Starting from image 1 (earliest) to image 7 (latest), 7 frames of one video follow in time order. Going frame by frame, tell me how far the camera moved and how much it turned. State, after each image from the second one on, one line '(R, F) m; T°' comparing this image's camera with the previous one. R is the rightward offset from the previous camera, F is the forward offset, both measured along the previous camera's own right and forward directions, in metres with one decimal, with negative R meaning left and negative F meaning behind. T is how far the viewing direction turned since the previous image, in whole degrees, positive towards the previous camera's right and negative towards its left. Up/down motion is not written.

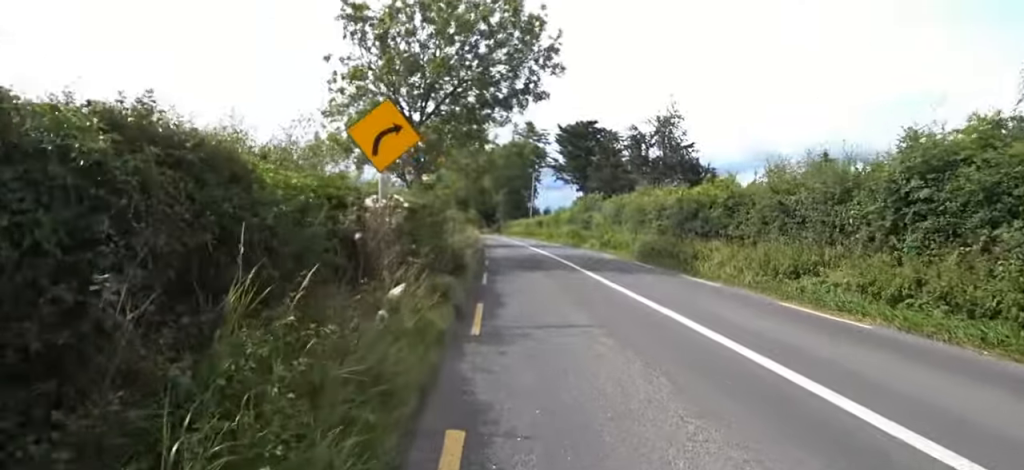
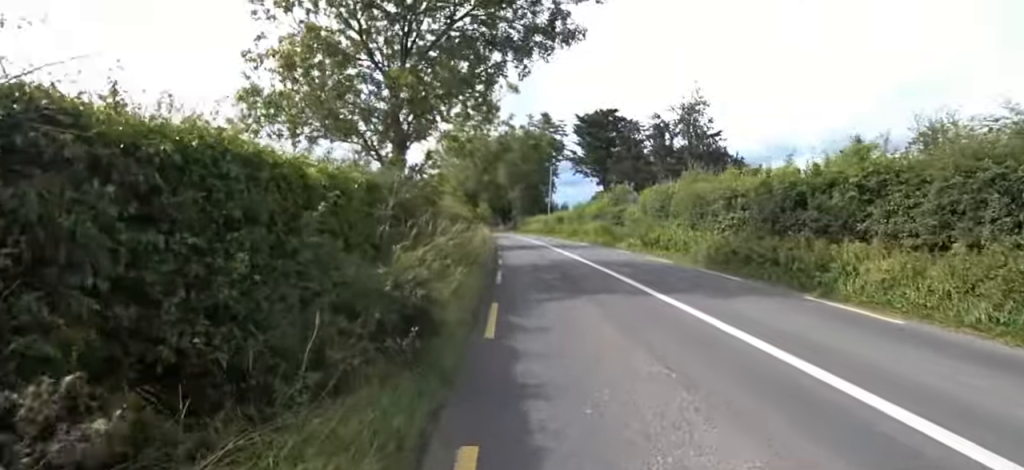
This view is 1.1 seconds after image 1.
(0.0, +5.0) m; -3°
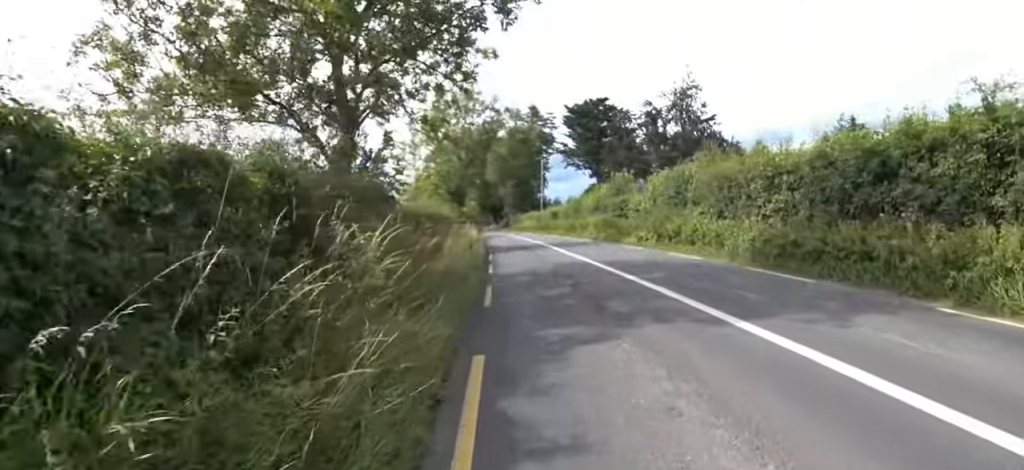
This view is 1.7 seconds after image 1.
(+0.2, +2.9) m; -5°
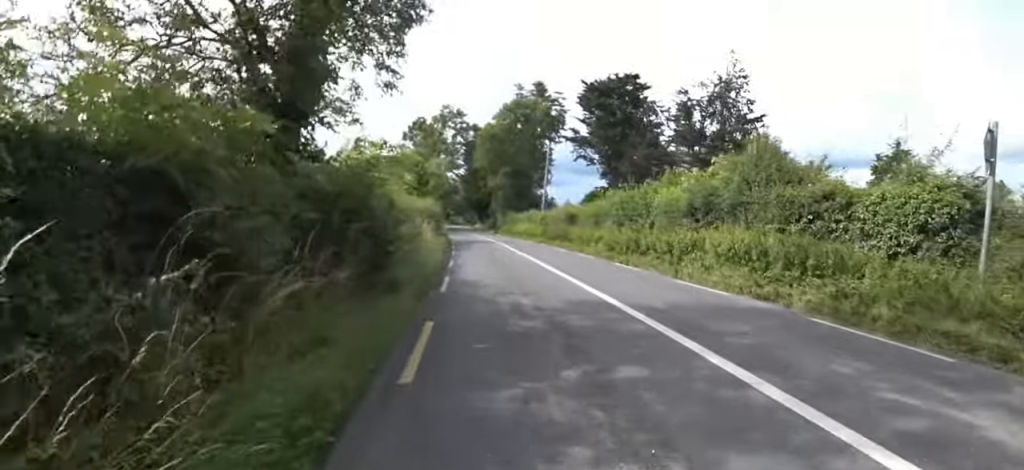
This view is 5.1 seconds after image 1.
(-0.8, +16.7) m; +4°
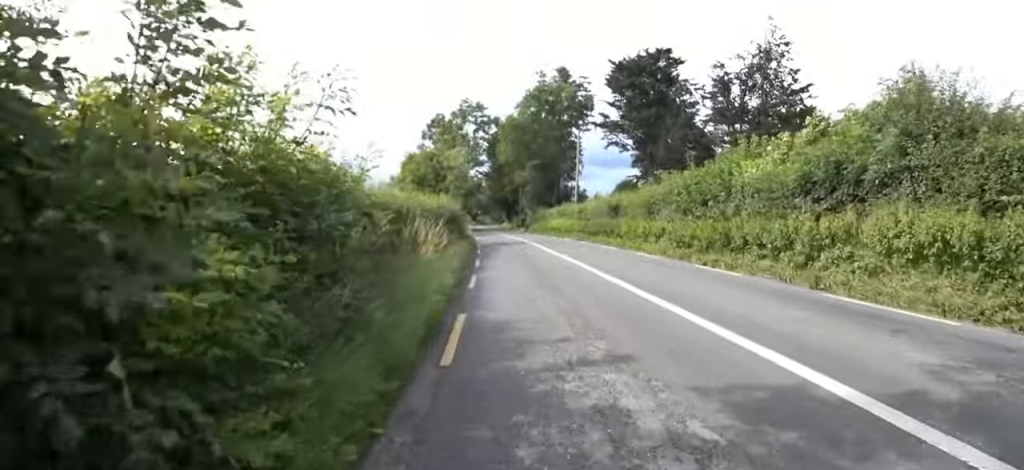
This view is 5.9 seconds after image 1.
(+0.3, +4.1) m; +2°
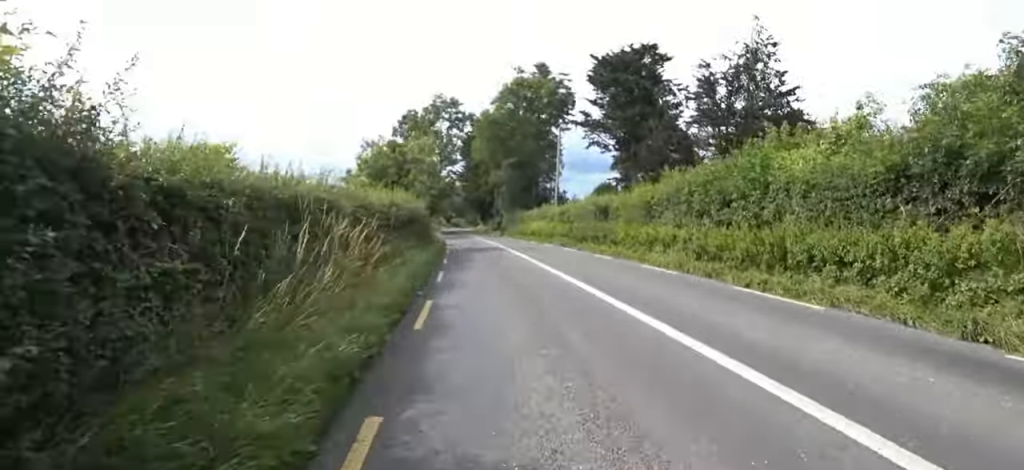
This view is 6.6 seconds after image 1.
(+0.1, +3.2) m; -6°
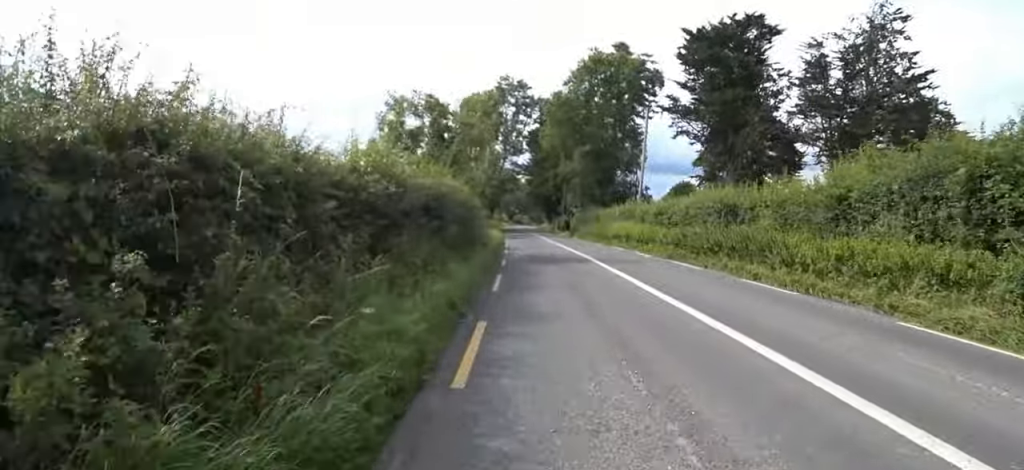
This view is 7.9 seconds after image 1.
(-1.0, +6.7) m; -7°
